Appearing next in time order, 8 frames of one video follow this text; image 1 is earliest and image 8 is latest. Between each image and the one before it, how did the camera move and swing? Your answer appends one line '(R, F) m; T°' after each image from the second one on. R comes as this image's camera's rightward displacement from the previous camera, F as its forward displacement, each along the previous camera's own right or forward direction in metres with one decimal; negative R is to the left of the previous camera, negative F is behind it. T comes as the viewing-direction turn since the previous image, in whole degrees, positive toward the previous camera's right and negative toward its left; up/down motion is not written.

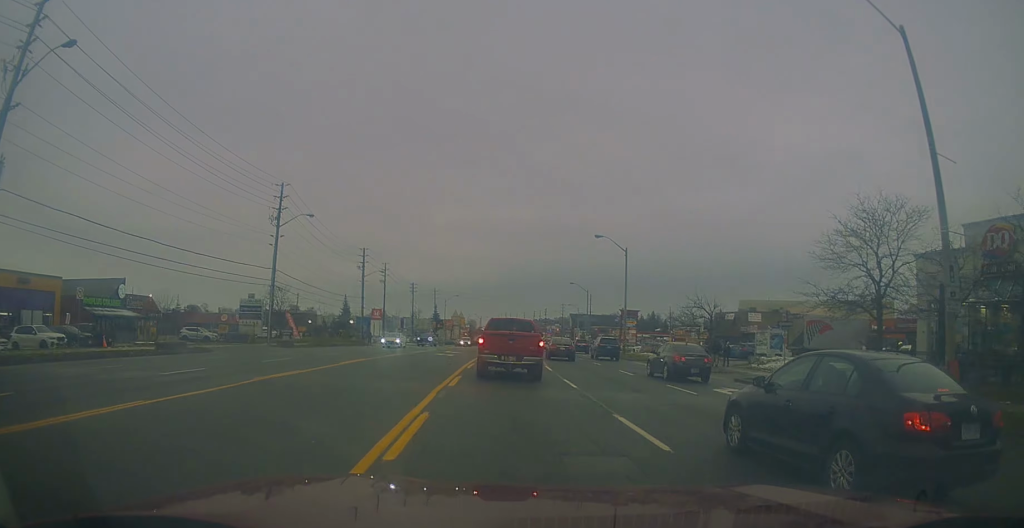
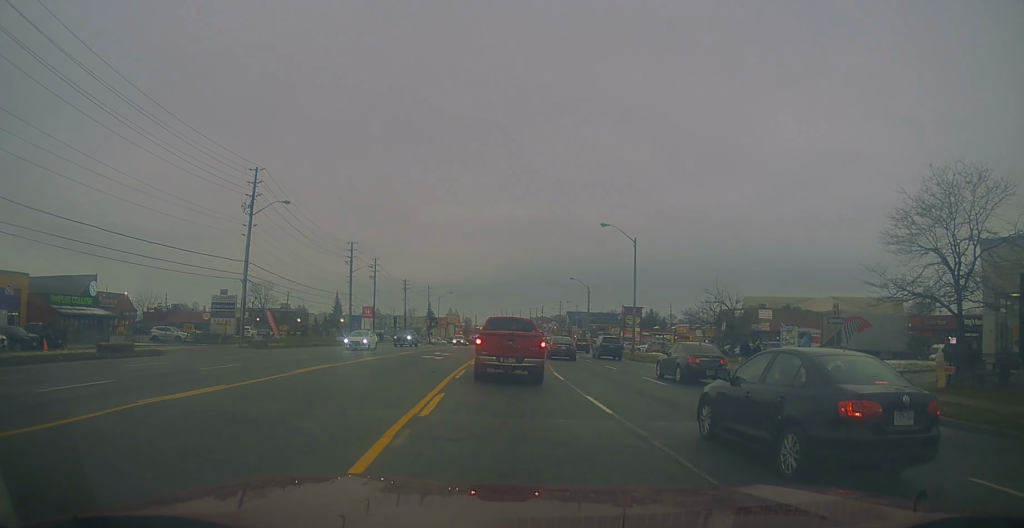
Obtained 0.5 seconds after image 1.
(0.0, +5.6) m; +1°
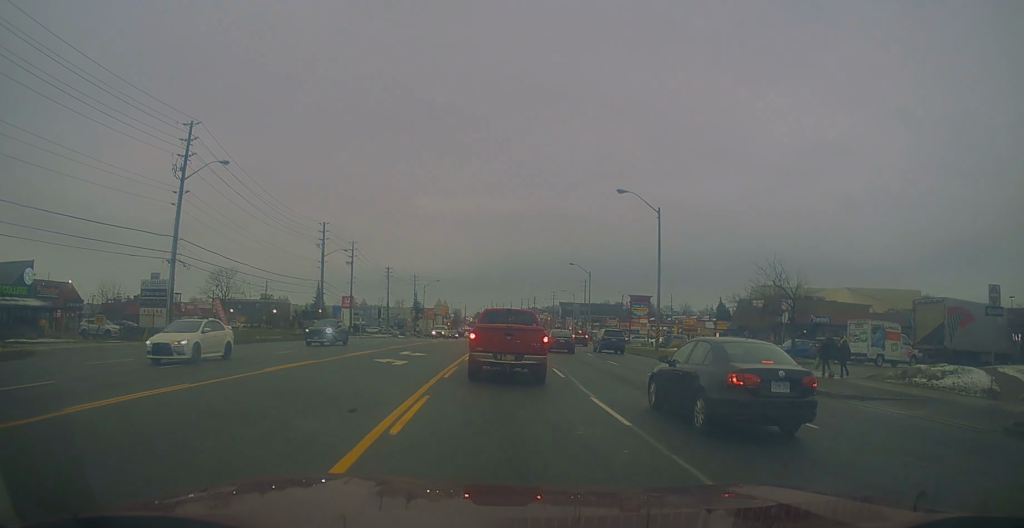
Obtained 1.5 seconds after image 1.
(+0.1, +10.8) m; 0°
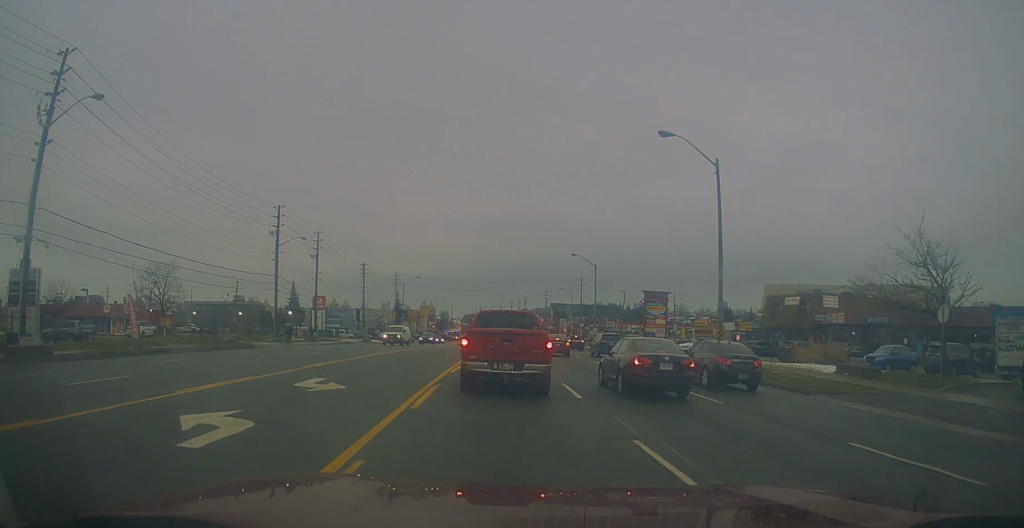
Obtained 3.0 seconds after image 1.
(-0.3, +14.1) m; -3°
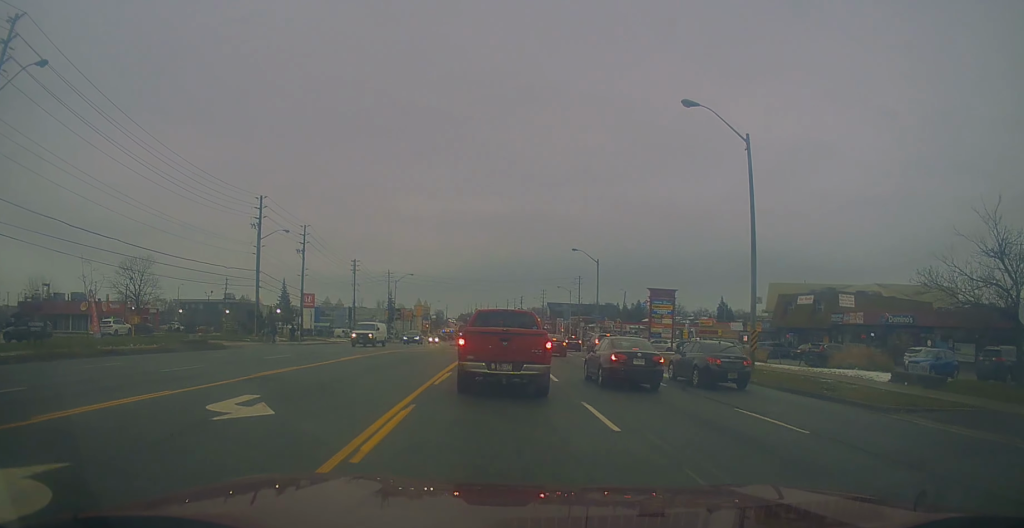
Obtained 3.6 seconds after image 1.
(-0.2, +4.7) m; +1°
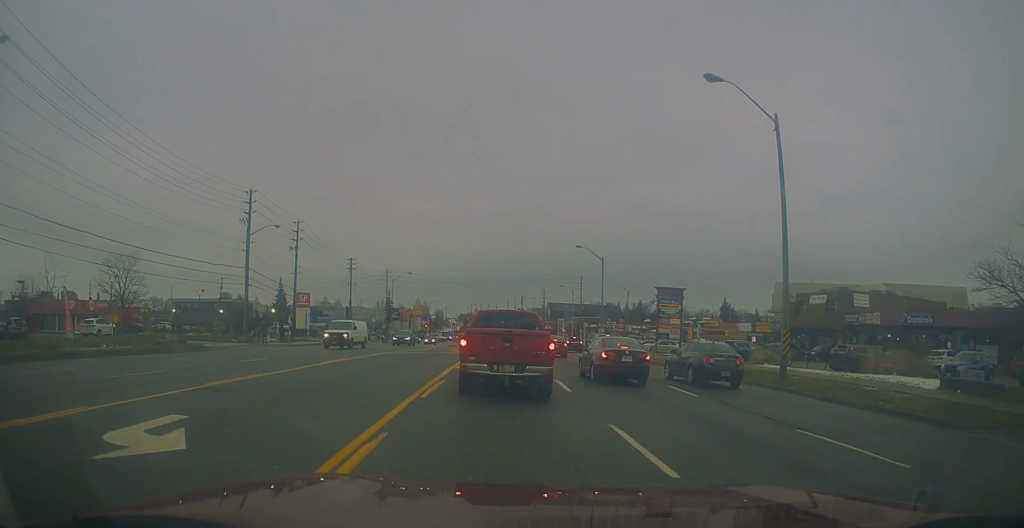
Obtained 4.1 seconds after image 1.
(+0.1, +3.1) m; +1°
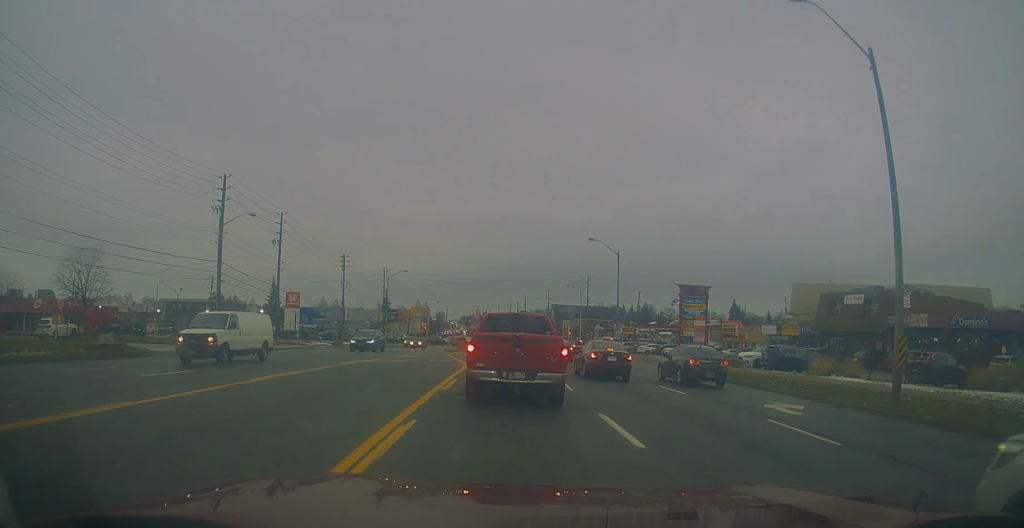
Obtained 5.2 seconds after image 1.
(+0.3, +7.2) m; +3°
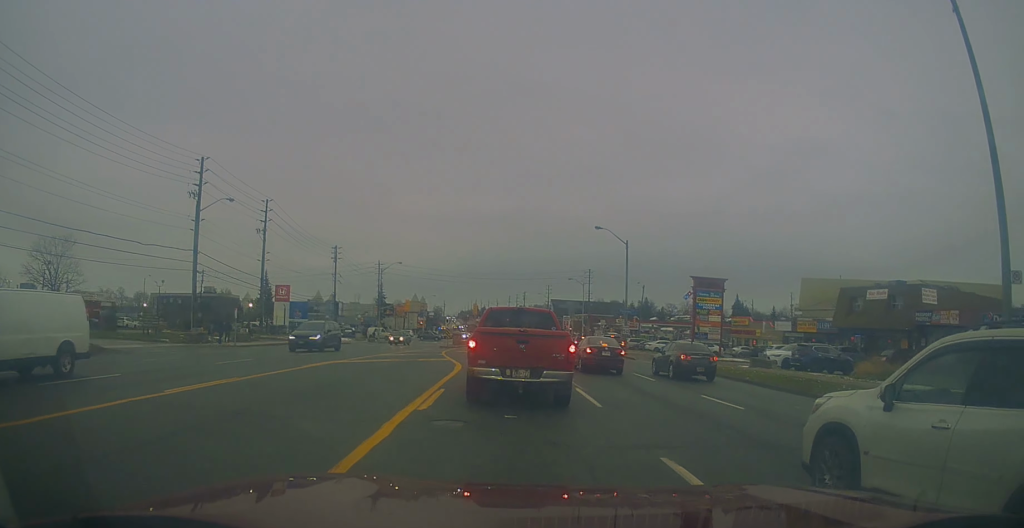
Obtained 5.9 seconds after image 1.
(+0.1, +4.5) m; 0°
